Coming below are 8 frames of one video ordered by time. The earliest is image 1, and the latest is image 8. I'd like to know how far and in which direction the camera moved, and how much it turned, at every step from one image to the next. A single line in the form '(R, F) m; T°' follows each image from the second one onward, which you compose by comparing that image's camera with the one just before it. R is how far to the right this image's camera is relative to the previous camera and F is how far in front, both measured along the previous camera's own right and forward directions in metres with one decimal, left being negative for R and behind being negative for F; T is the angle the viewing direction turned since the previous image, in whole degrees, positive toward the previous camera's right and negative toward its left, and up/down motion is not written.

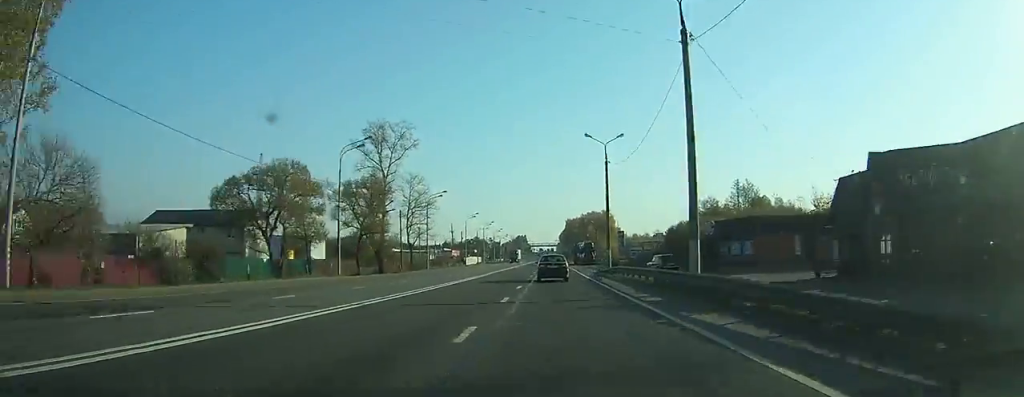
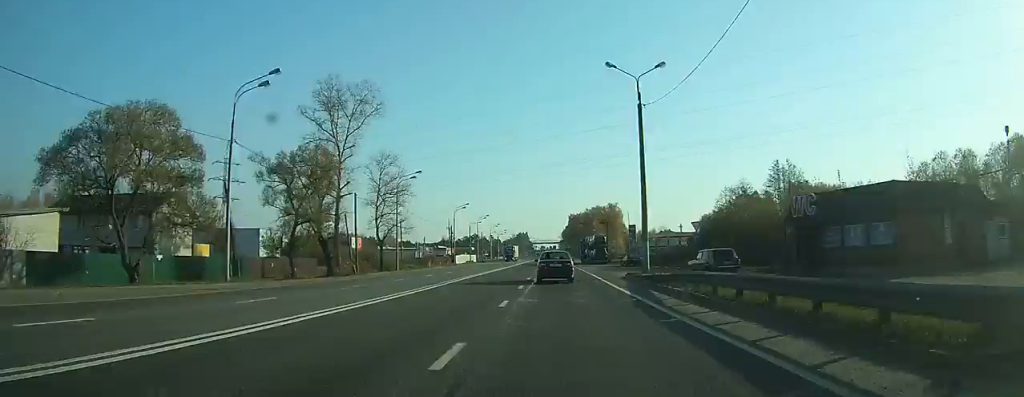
(-0.1, +18.2) m; 0°
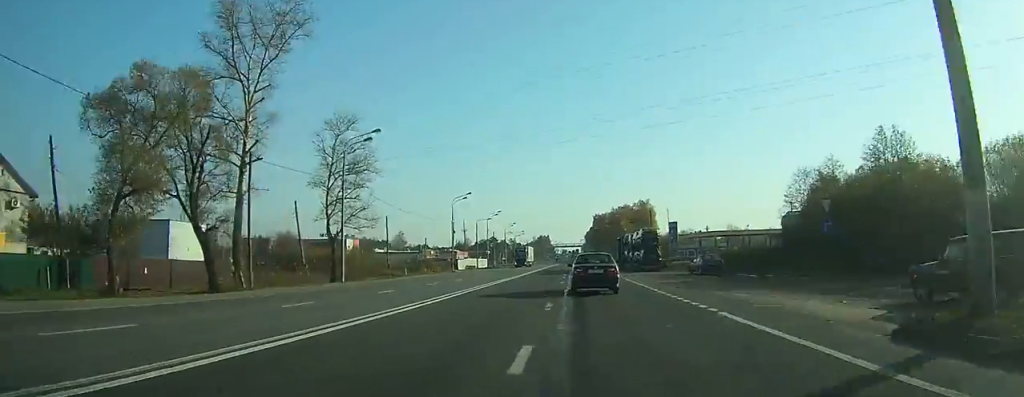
(-0.1, +24.2) m; -1°
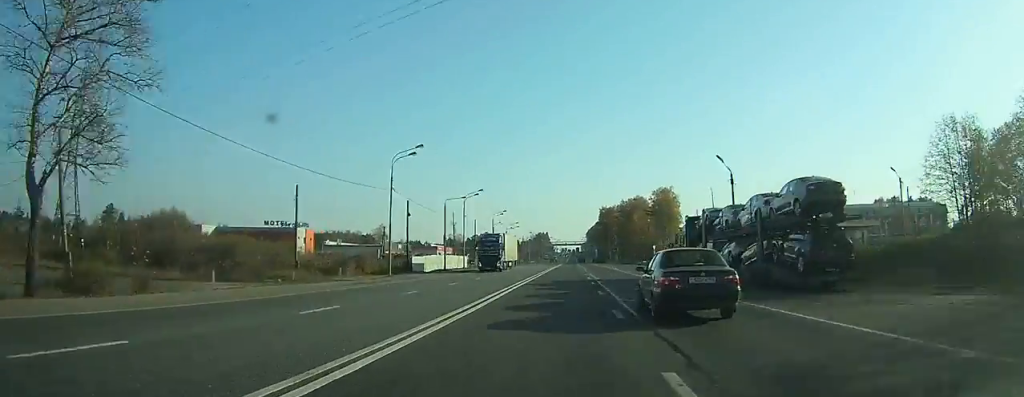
(-0.3, +34.0) m; 0°
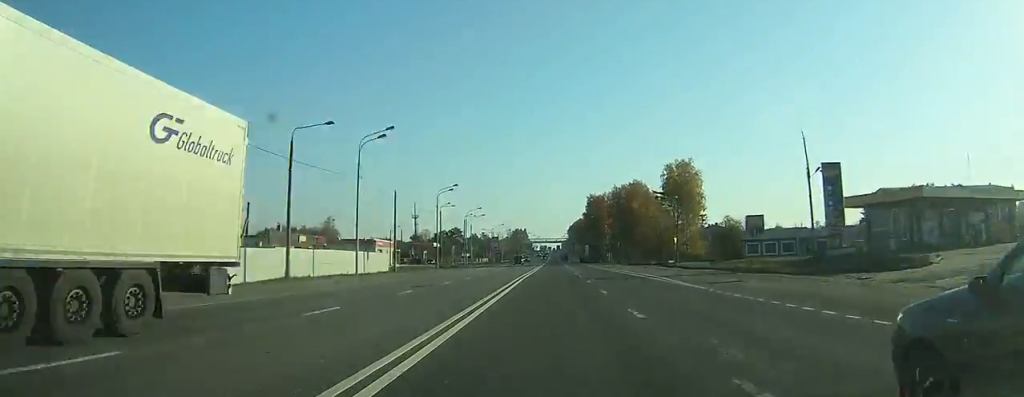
(+0.2, +40.5) m; +1°
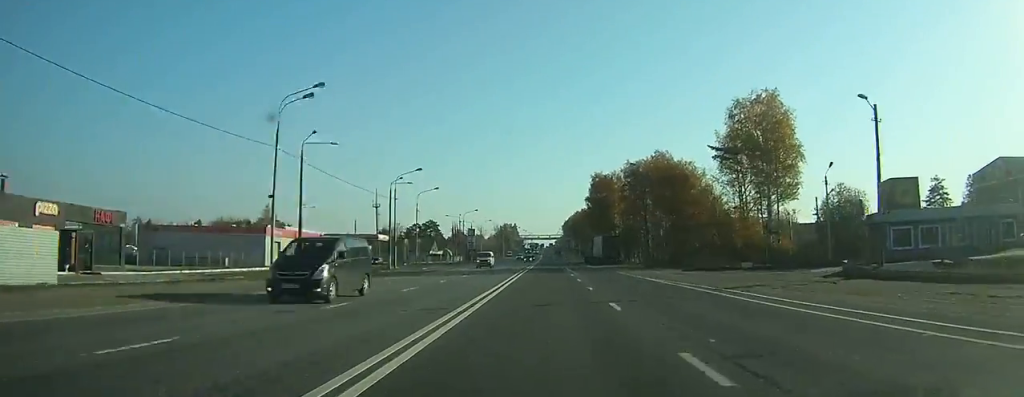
(+0.5, +46.2) m; +1°
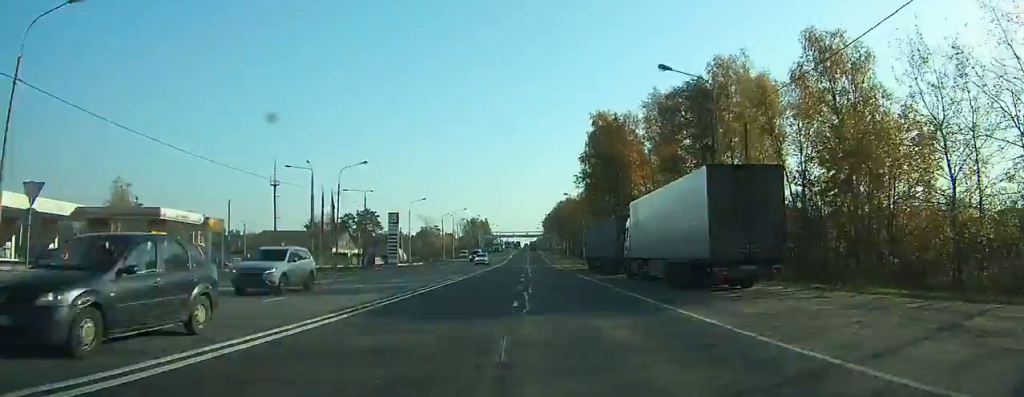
(+1.2, +62.4) m; +2°
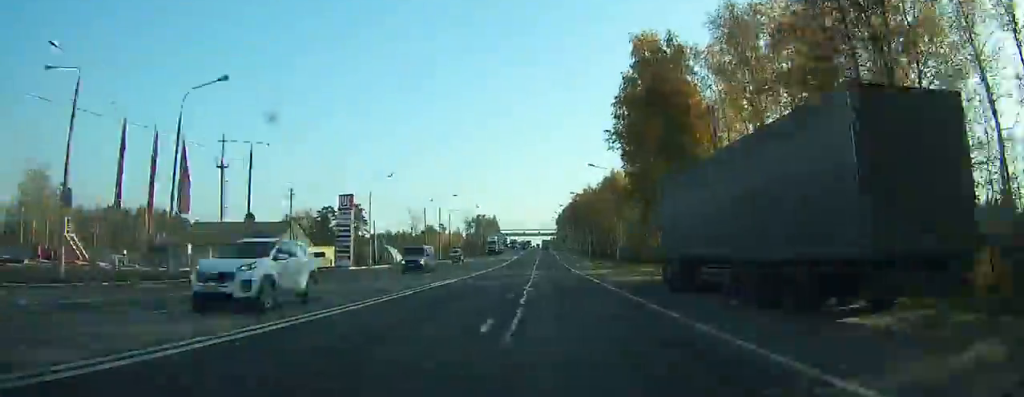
(+0.3, +29.7) m; 0°
